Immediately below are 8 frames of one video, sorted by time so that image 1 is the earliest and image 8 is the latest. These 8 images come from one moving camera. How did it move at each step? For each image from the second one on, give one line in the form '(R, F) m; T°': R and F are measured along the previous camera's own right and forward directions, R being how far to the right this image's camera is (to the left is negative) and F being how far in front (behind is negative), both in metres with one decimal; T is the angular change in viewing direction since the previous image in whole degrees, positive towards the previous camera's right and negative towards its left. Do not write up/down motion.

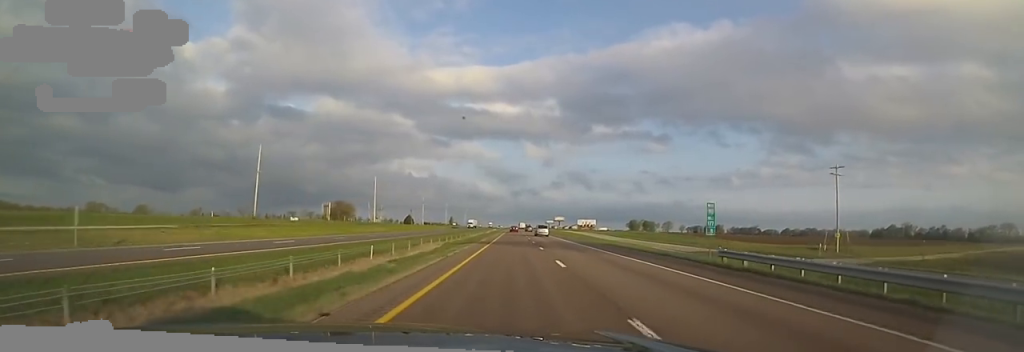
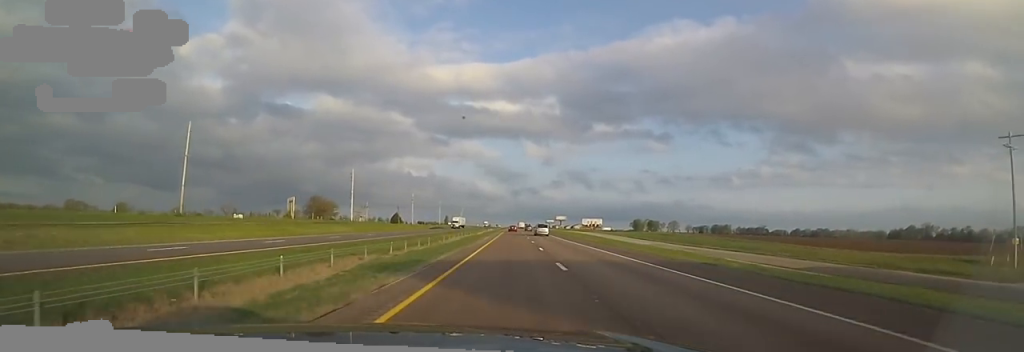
(-0.5, +25.7) m; -1°
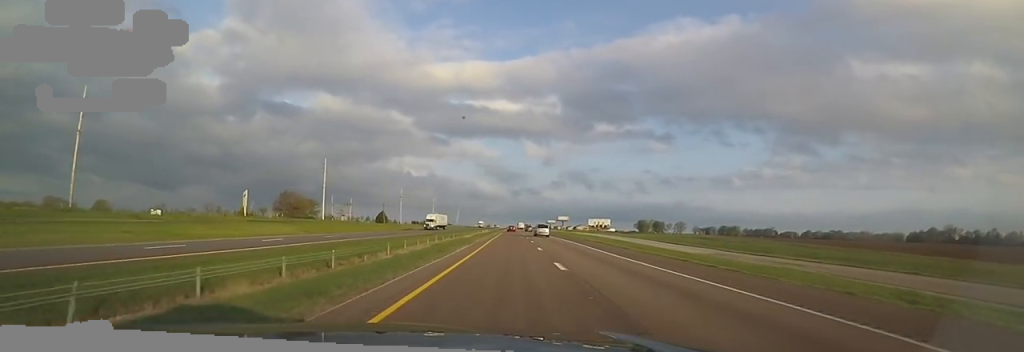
(-0.3, +24.2) m; +1°
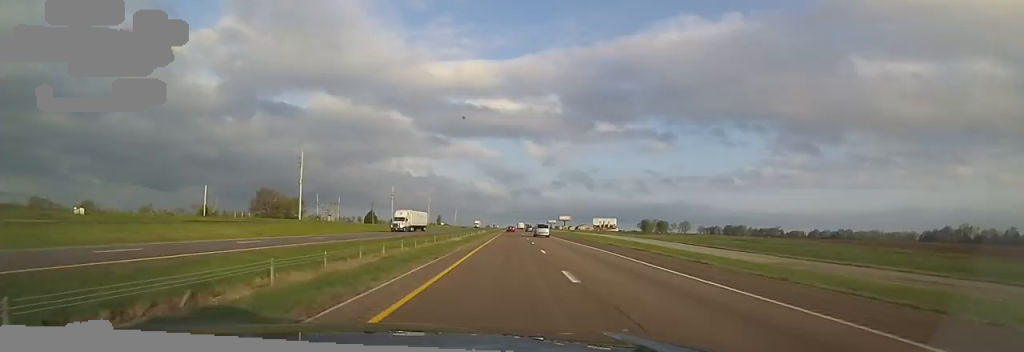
(+0.3, +15.3) m; 0°
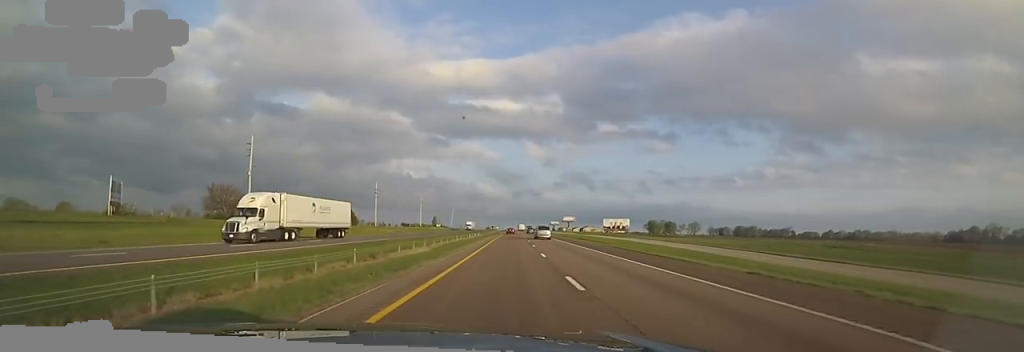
(+0.5, +25.1) m; 0°
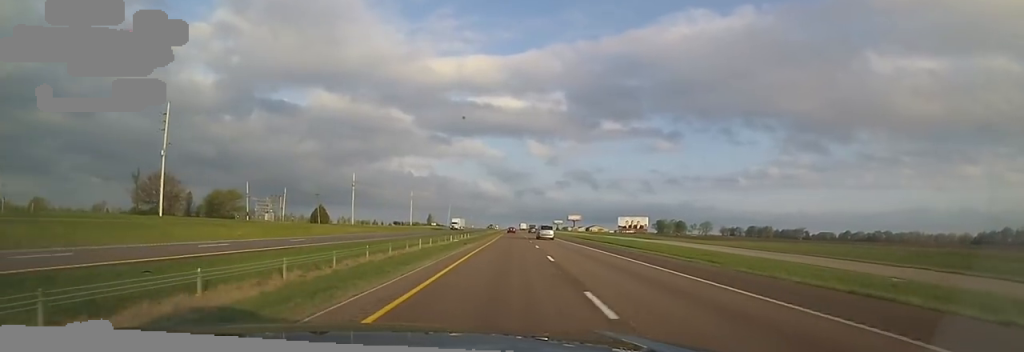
(-0.8, +27.3) m; -1°
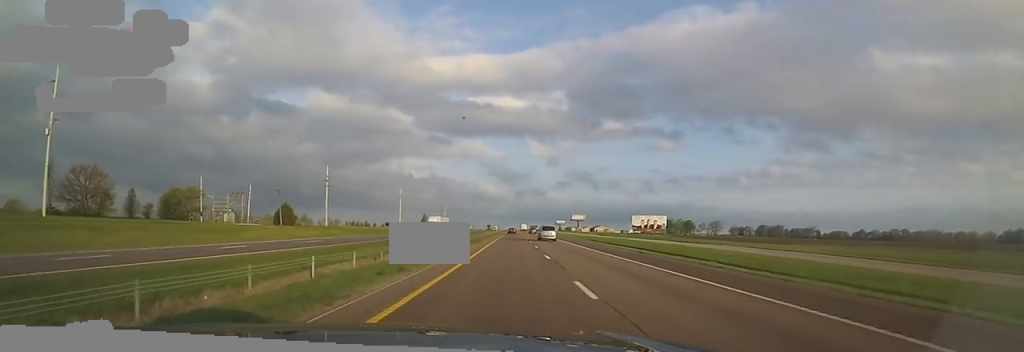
(+0.4, +22.2) m; +2°
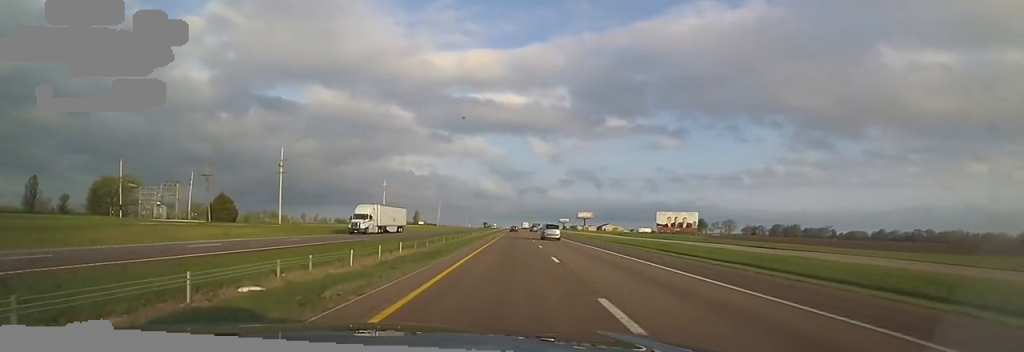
(+0.5, +27.8) m; +1°
